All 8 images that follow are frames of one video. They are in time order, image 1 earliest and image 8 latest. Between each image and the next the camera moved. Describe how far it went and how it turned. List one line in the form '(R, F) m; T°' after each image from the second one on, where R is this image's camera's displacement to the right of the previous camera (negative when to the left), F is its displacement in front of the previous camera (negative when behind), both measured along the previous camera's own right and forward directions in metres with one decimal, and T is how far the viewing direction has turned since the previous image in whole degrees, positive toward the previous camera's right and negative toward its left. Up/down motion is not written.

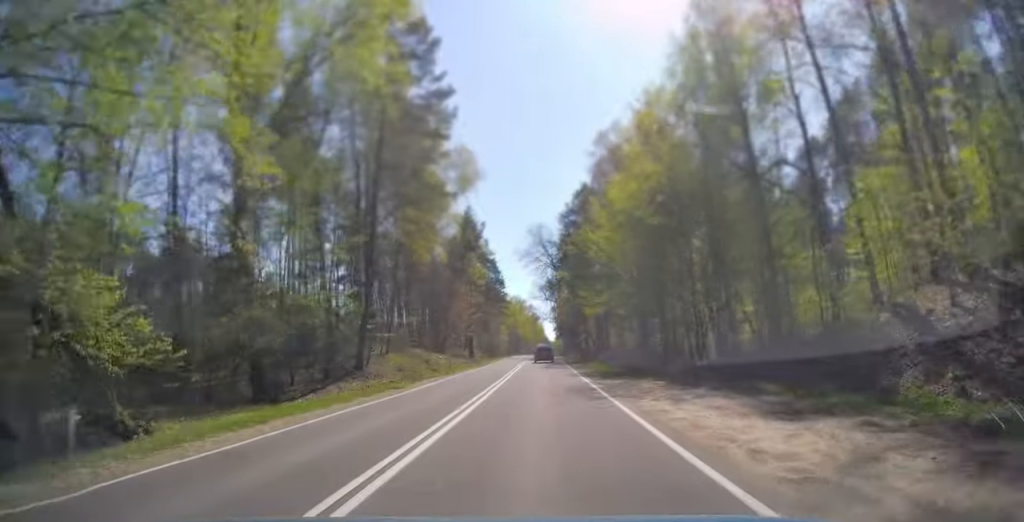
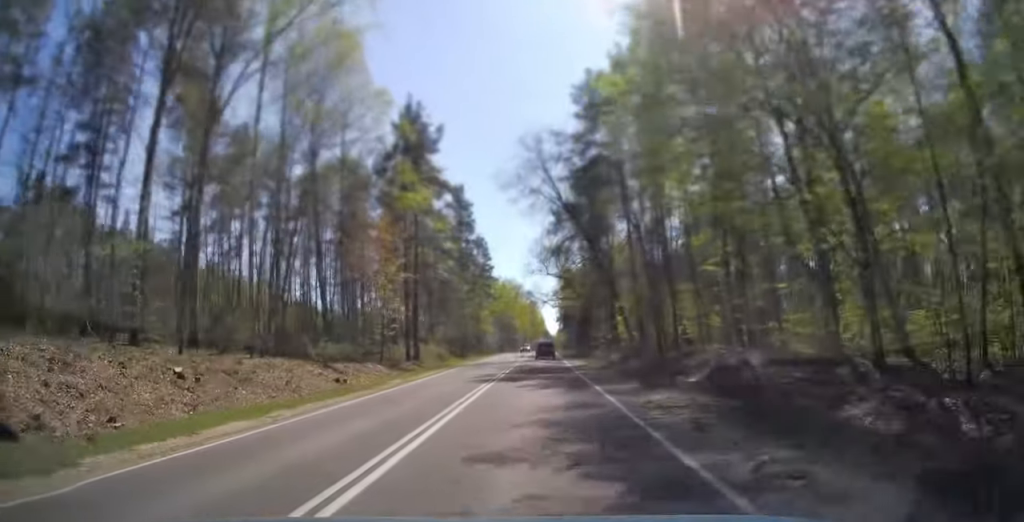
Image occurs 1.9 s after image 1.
(+0.2, +41.3) m; -1°
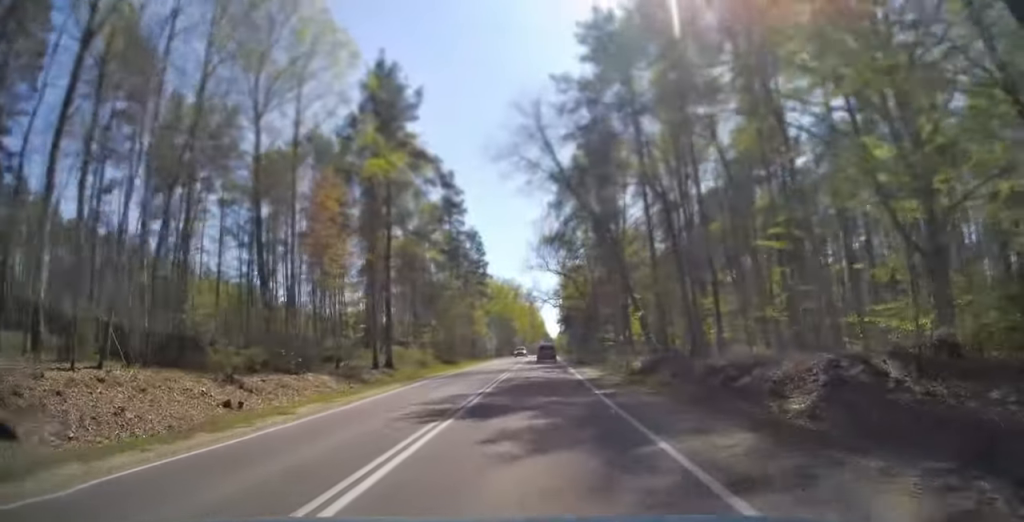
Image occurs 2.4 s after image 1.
(-0.1, +9.6) m; 0°
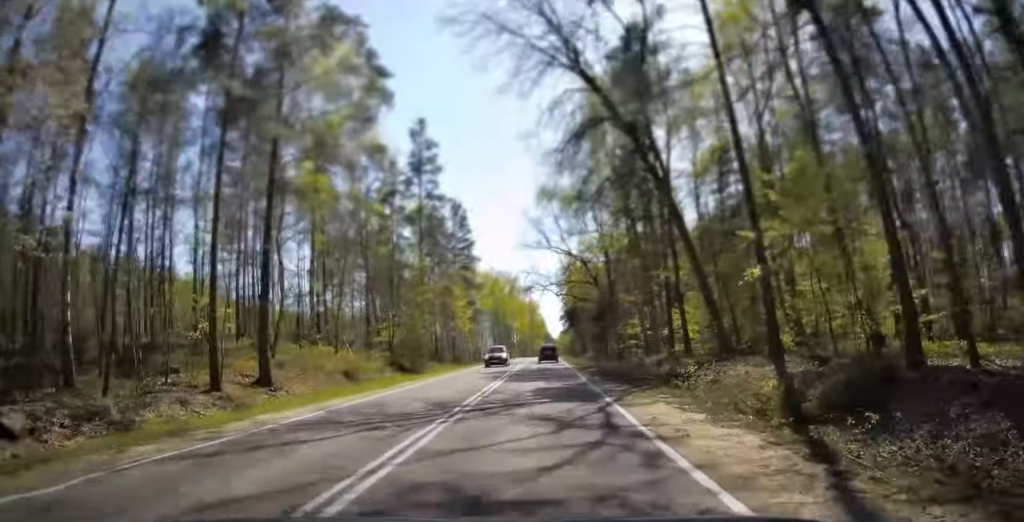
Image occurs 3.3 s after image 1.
(-0.1, +20.3) m; 0°
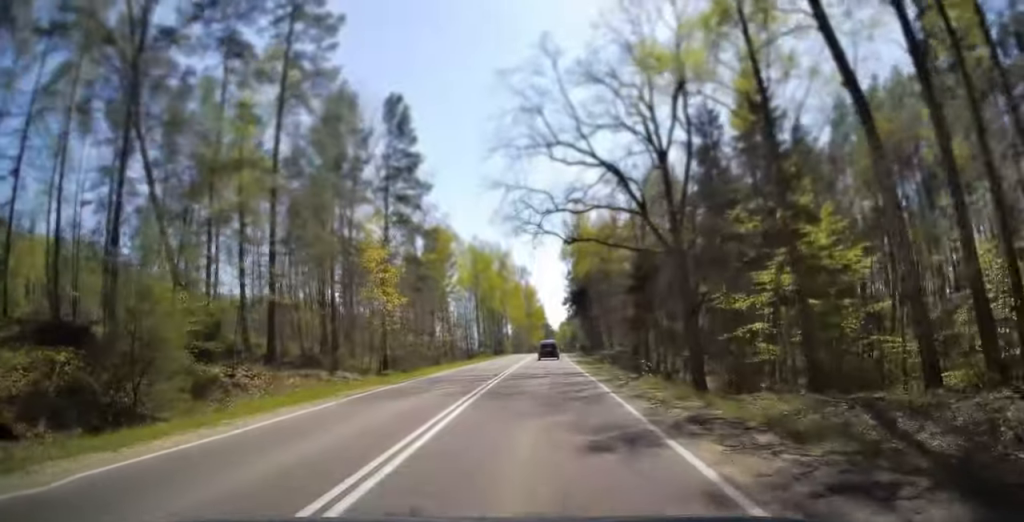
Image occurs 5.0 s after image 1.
(+0.1, +34.3) m; +1°
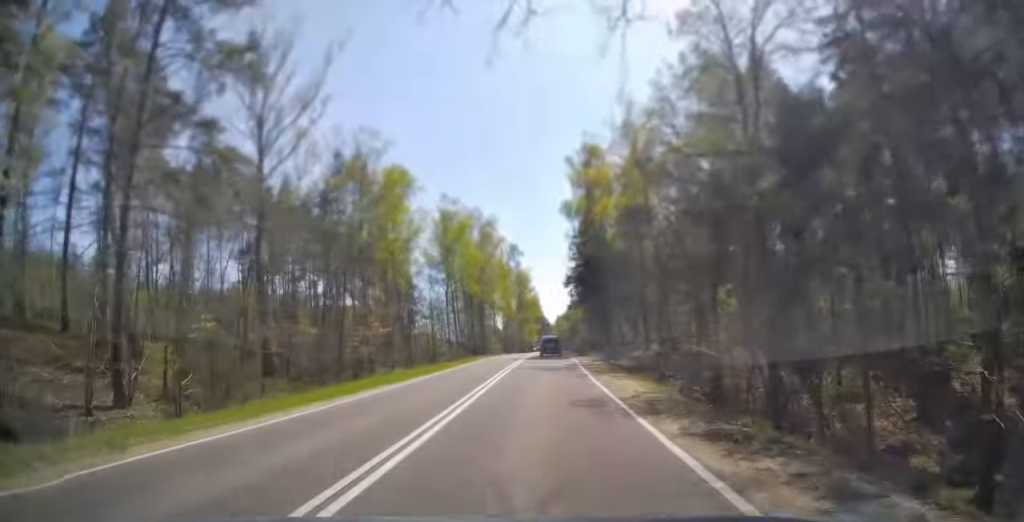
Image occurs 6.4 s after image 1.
(+0.2, +29.3) m; +1°
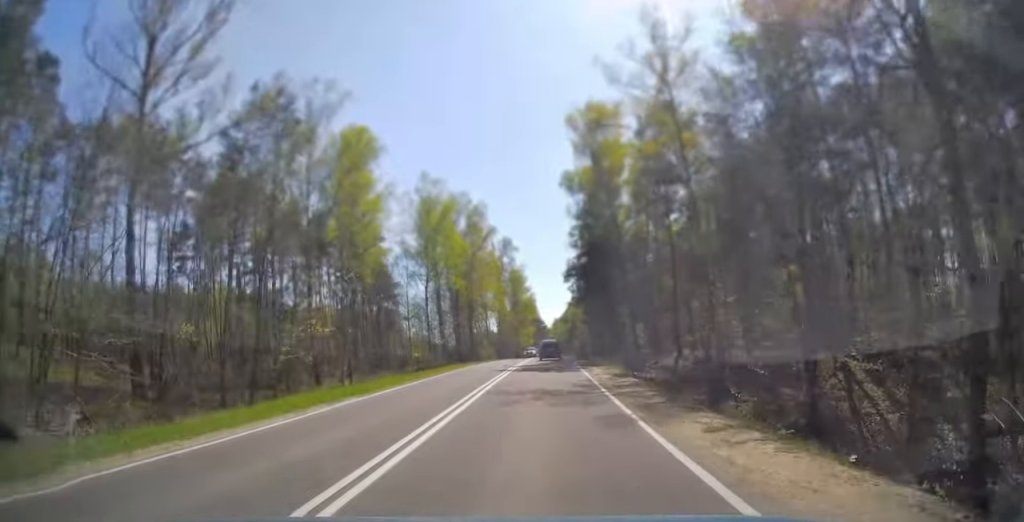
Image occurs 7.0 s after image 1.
(0.0, +12.0) m; 0°
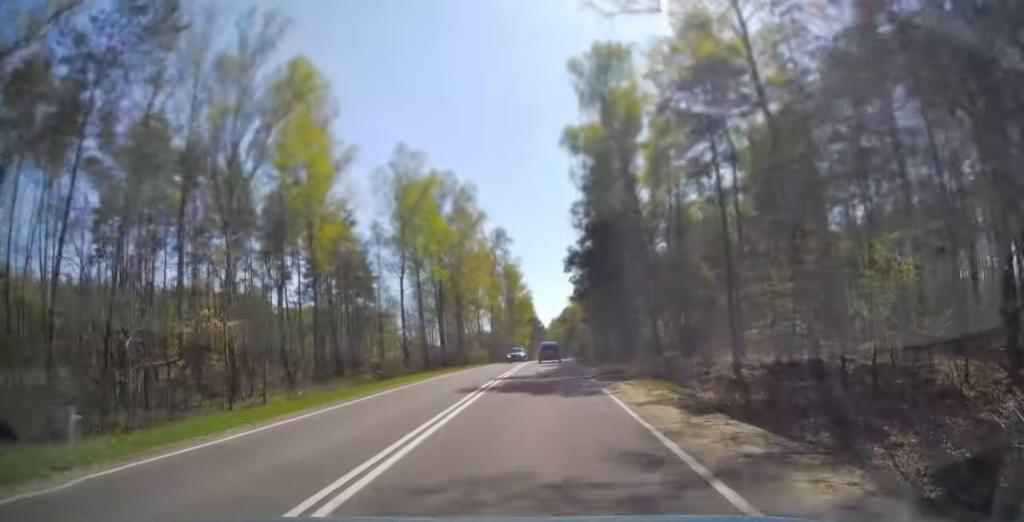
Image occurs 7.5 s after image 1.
(0.0, +10.9) m; 0°
